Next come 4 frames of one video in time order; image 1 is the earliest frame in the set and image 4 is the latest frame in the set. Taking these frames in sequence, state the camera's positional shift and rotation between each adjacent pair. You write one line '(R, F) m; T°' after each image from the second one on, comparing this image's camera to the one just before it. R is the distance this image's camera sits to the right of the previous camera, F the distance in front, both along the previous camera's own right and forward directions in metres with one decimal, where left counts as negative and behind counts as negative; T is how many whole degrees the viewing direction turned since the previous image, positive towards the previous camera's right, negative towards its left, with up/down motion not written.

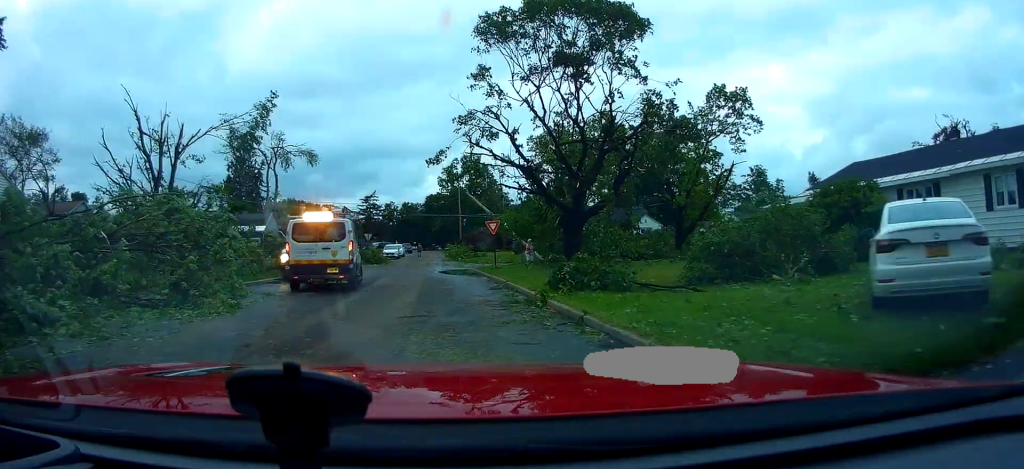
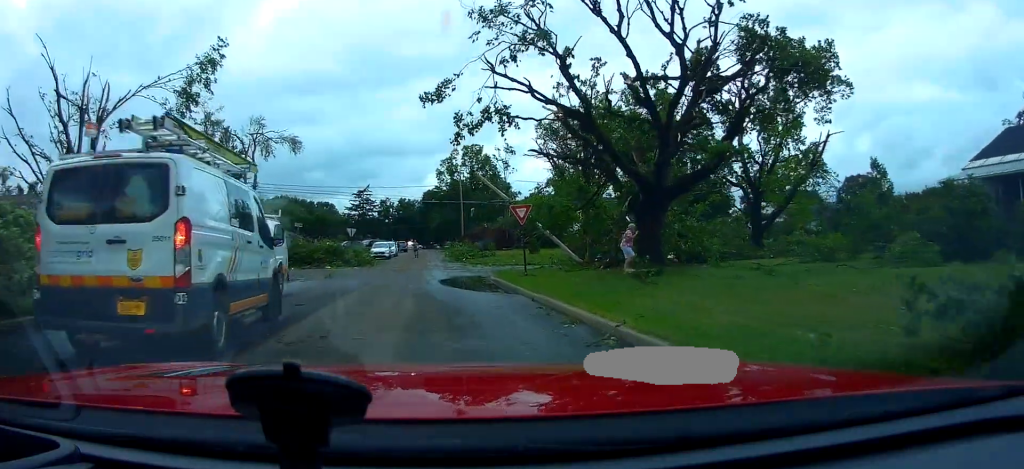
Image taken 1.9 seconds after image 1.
(-0.1, +11.2) m; -3°
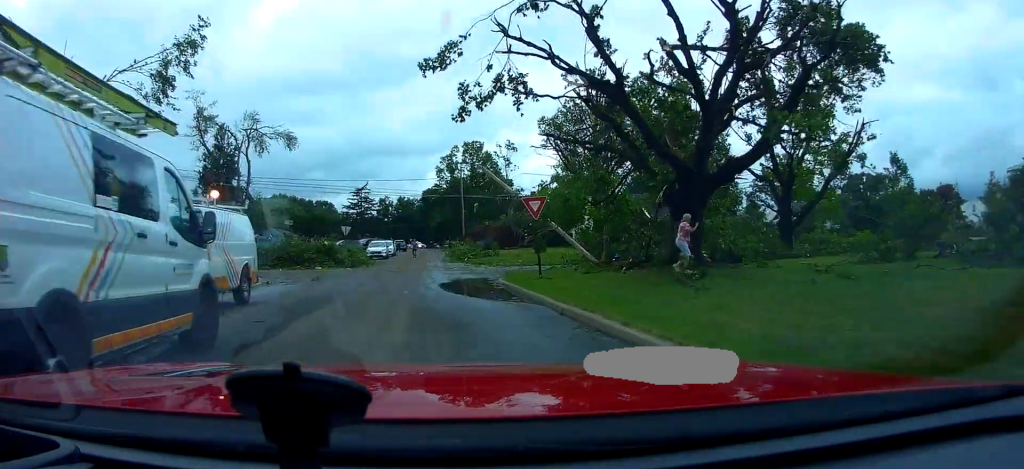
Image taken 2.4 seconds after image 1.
(-0.3, +3.0) m; 0°
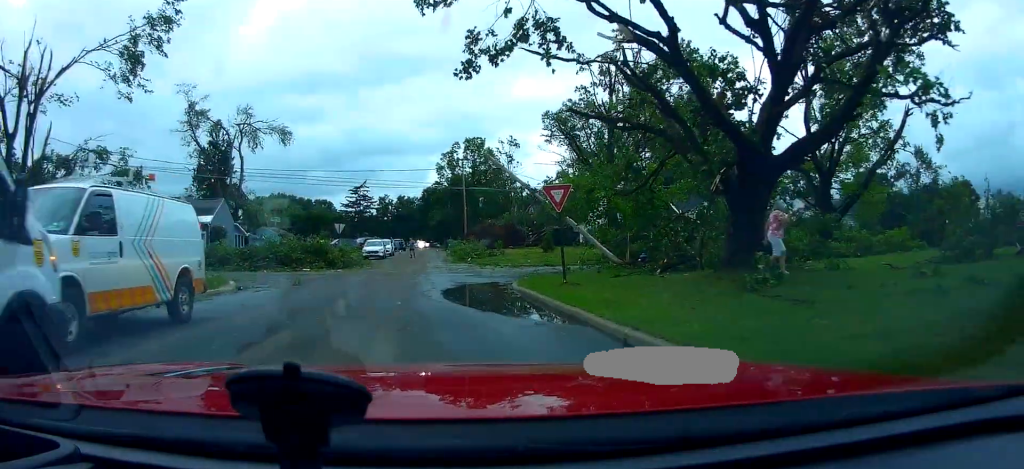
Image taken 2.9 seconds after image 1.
(+0.3, +3.3) m; +3°
